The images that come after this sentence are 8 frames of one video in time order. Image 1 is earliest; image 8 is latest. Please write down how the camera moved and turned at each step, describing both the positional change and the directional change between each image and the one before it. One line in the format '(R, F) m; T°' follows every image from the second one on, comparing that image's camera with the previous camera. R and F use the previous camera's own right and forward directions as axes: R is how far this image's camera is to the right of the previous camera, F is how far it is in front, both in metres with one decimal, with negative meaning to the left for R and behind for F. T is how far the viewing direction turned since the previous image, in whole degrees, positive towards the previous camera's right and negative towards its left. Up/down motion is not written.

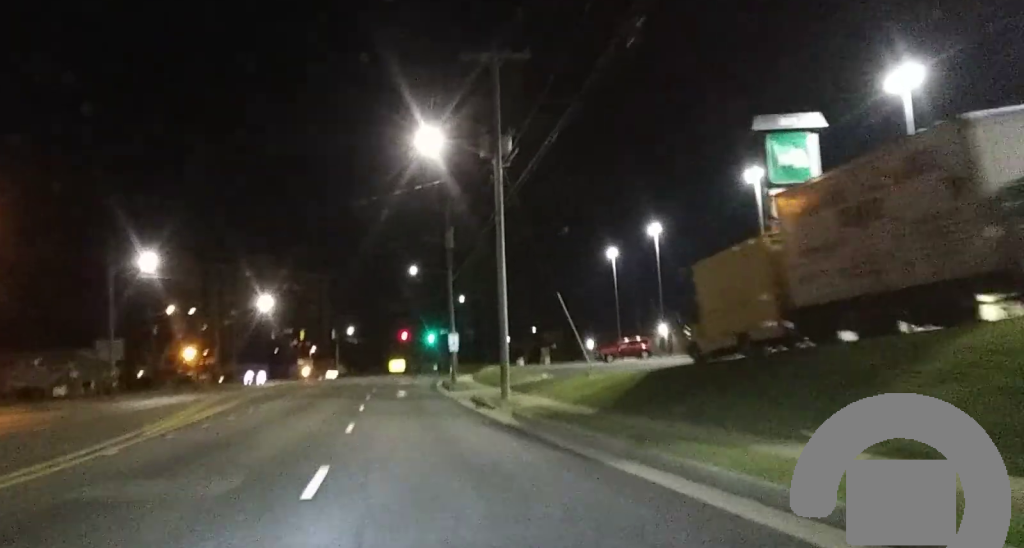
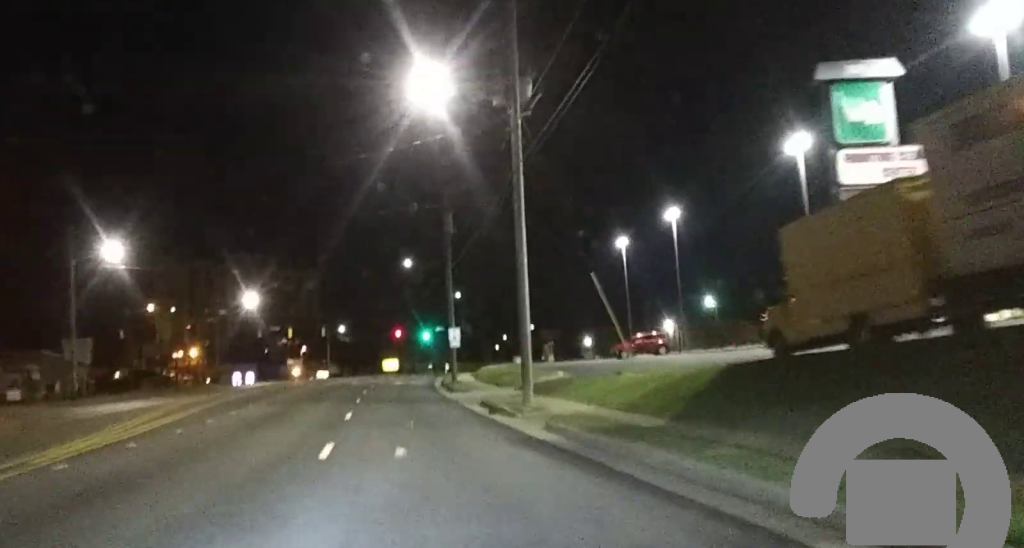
(0.0, +7.1) m; 0°
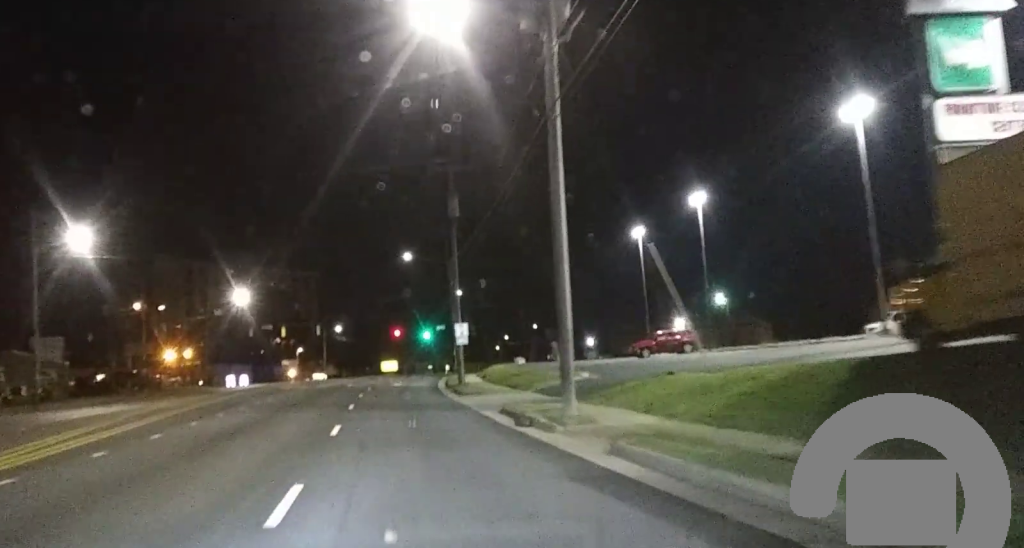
(0.0, +7.6) m; 0°
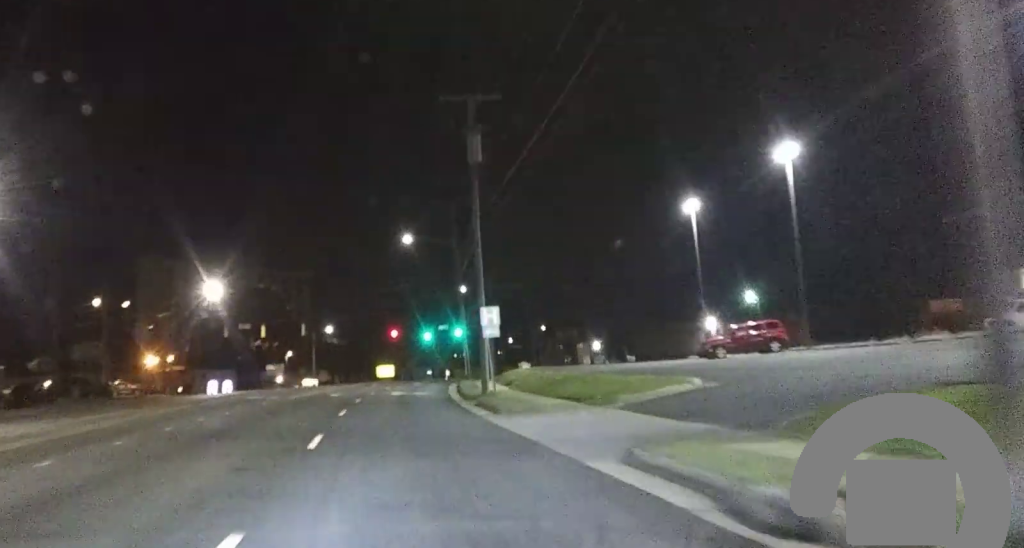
(0.0, +14.3) m; 0°
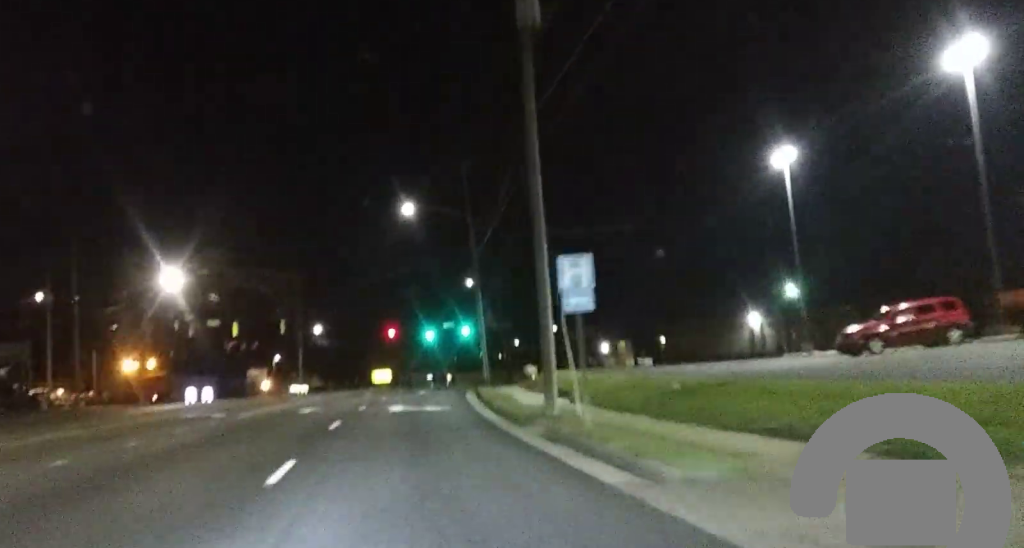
(0.0, +18.5) m; 0°
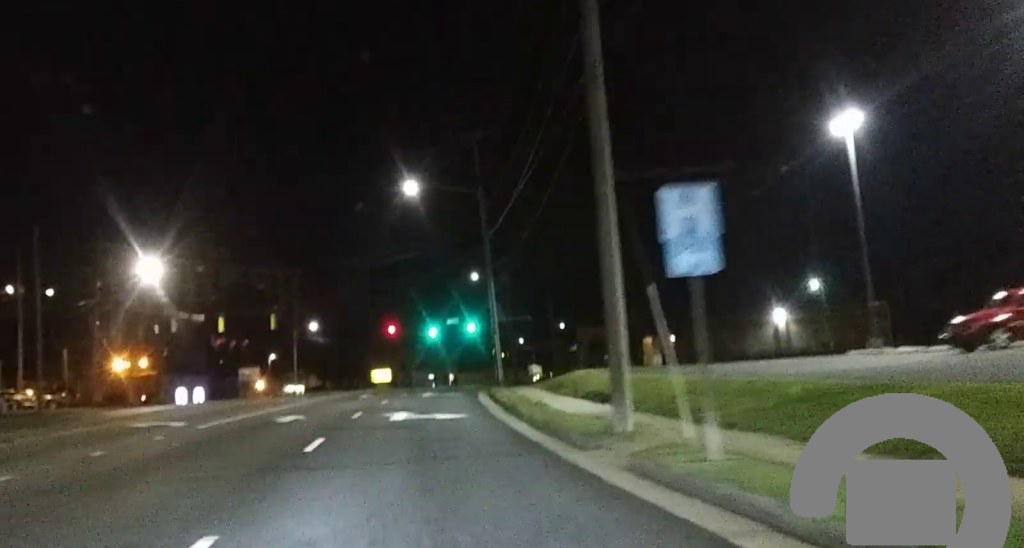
(0.0, +7.2) m; 0°
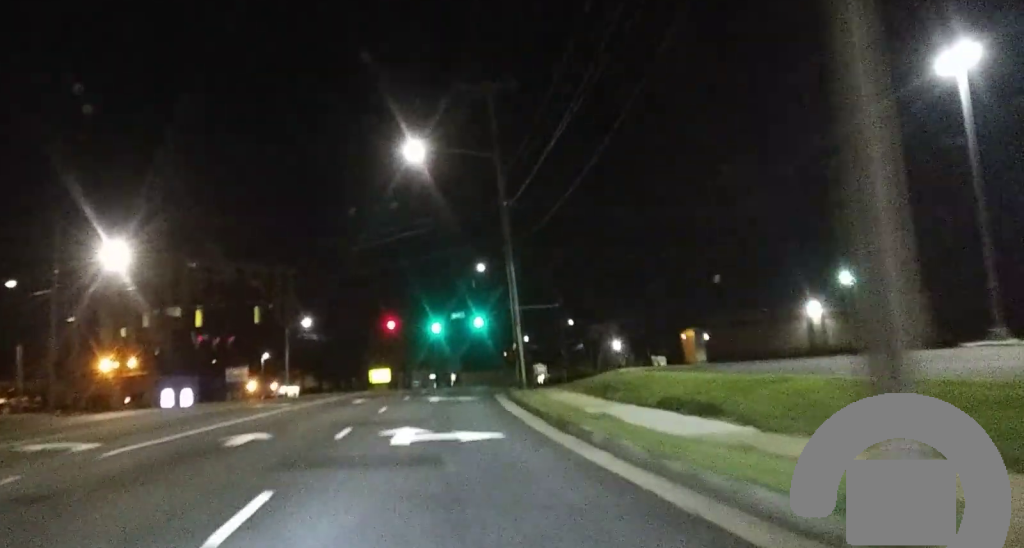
(0.0, +9.3) m; 0°
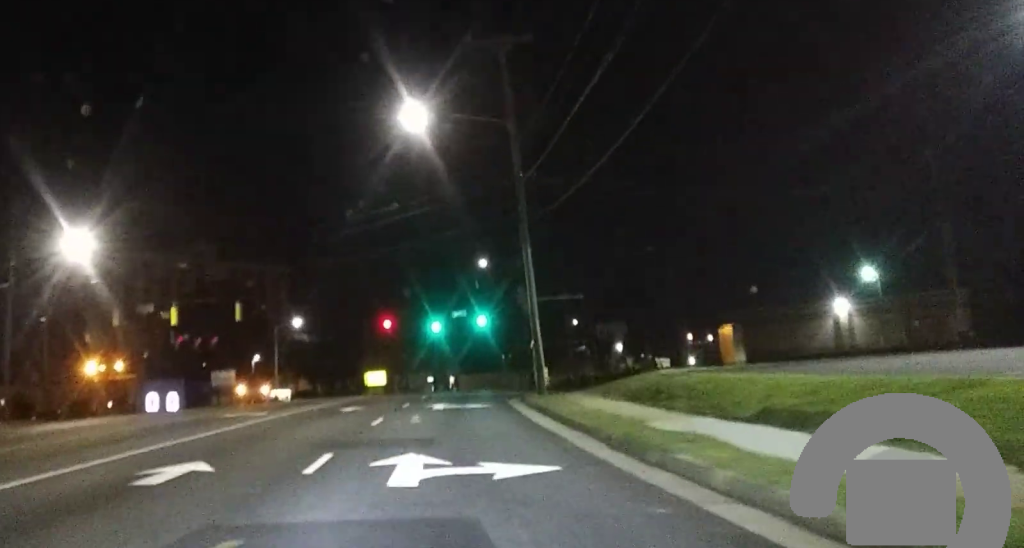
(0.0, +6.2) m; 0°
